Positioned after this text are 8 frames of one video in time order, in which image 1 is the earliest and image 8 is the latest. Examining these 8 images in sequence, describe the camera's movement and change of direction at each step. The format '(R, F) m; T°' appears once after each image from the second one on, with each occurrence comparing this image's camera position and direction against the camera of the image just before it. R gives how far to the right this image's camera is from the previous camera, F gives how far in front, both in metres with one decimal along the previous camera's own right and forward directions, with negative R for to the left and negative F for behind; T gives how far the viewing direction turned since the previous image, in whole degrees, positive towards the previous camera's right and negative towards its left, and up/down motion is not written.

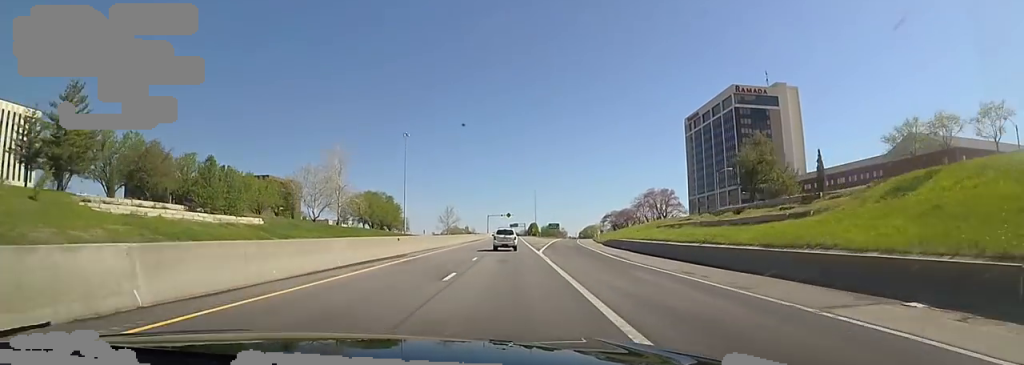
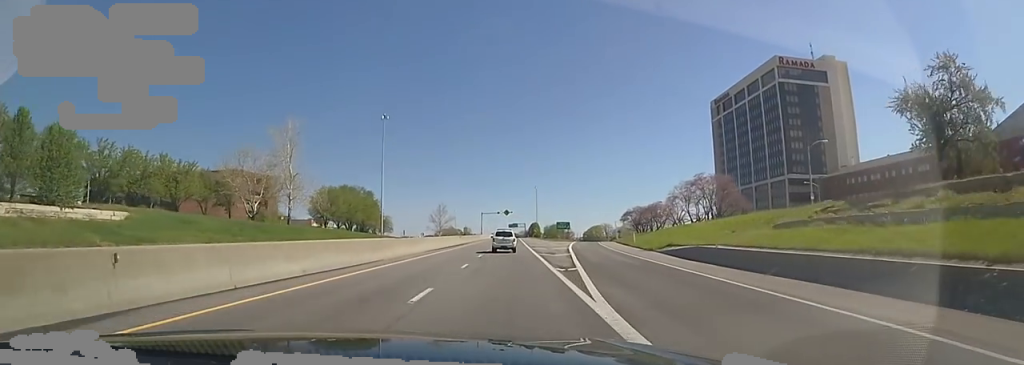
(0.0, +23.5) m; 0°
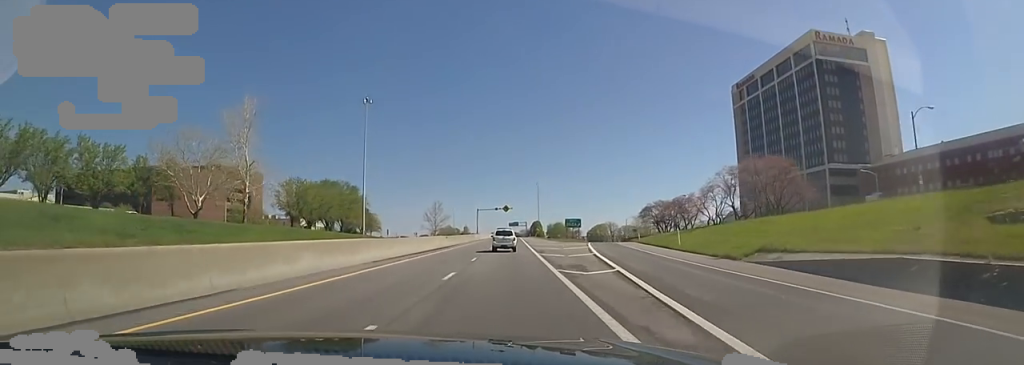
(0.0, +14.7) m; 0°
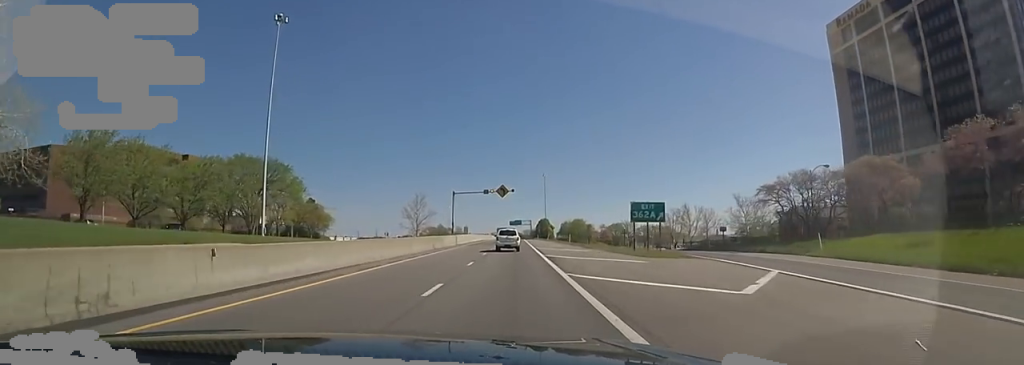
(0.0, +43.1) m; 0°
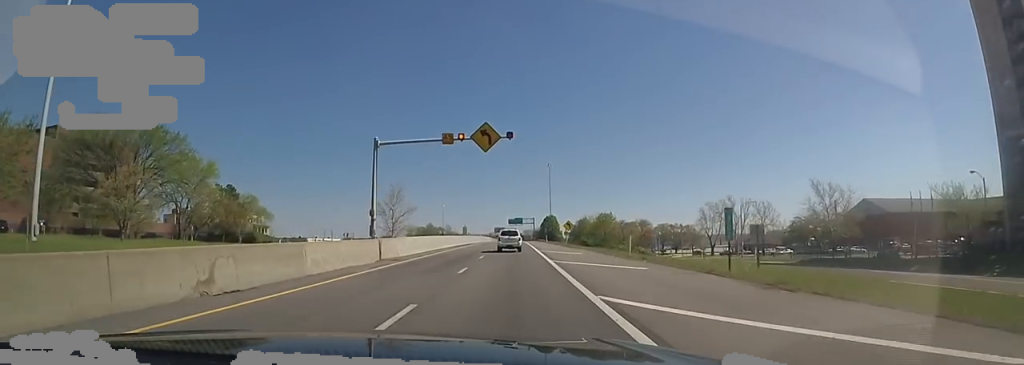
(0.0, +33.4) m; 0°
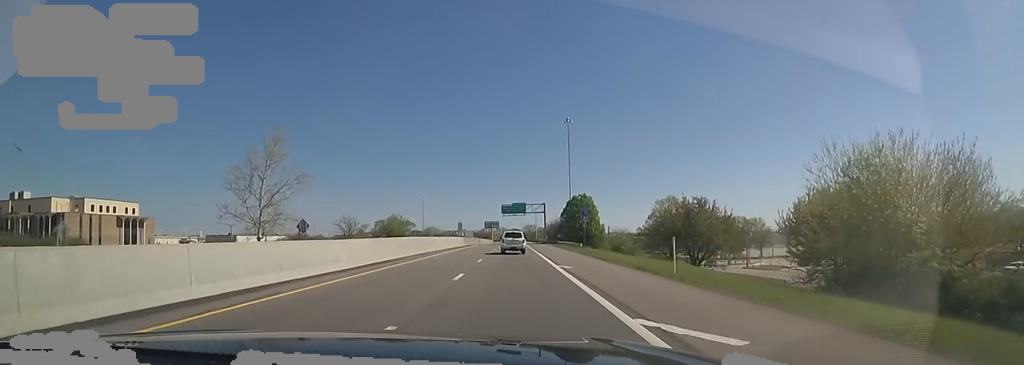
(-0.8, +71.3) m; -2°
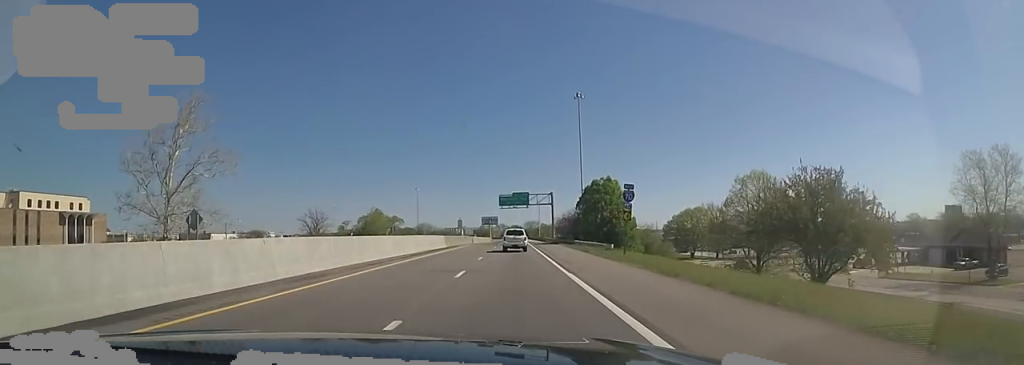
(-0.7, +19.4) m; 0°
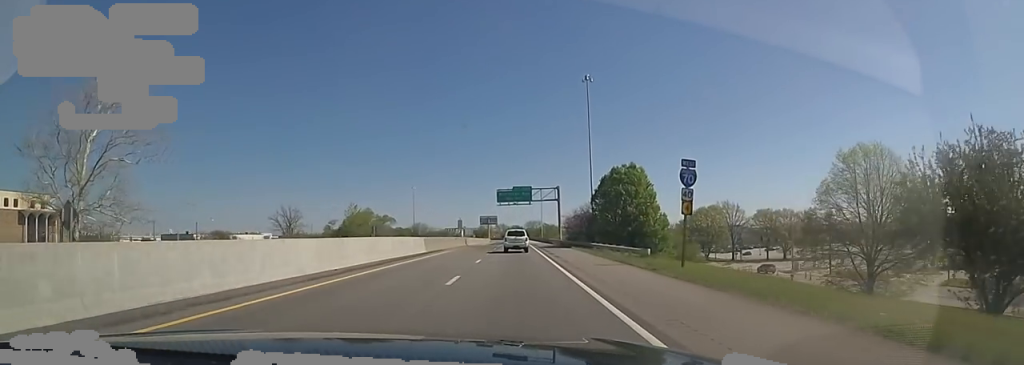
(+0.4, +11.6) m; +1°
